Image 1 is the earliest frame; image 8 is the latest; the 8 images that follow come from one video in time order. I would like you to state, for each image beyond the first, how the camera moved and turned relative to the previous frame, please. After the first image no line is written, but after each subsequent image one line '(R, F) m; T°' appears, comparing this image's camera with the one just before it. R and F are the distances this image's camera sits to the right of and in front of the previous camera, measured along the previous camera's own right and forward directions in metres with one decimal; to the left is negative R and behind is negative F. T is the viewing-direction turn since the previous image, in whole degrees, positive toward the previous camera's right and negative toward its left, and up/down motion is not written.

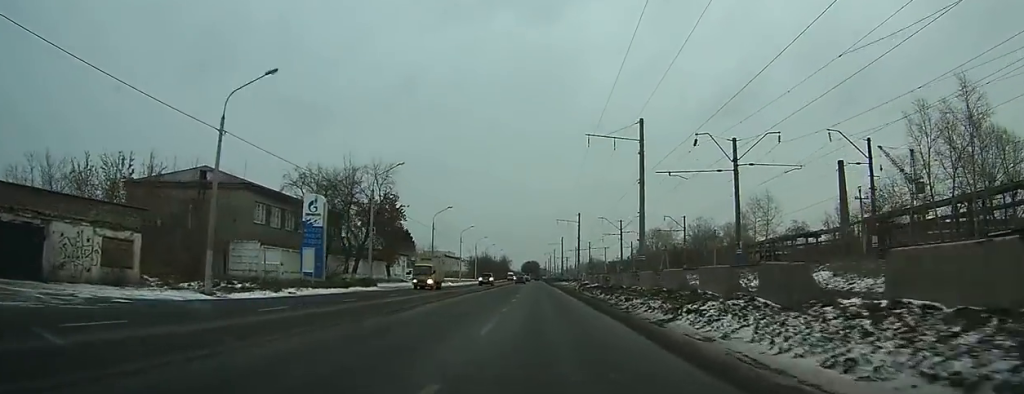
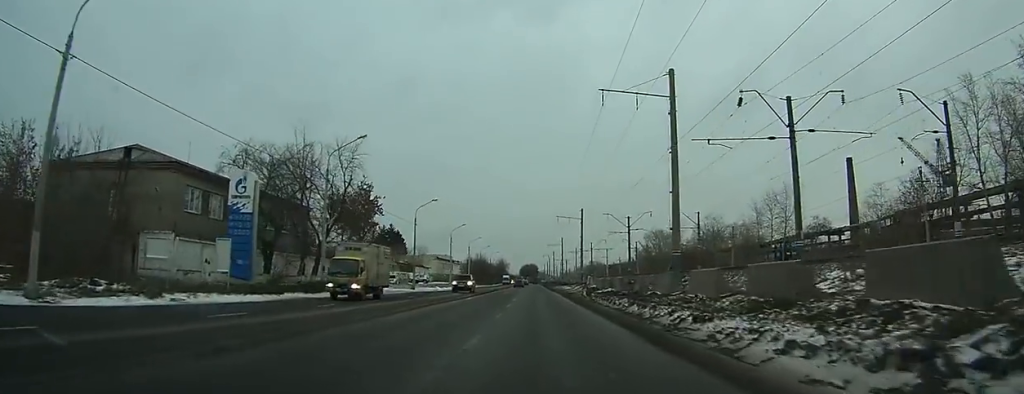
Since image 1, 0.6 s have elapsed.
(0.0, +10.4) m; 0°
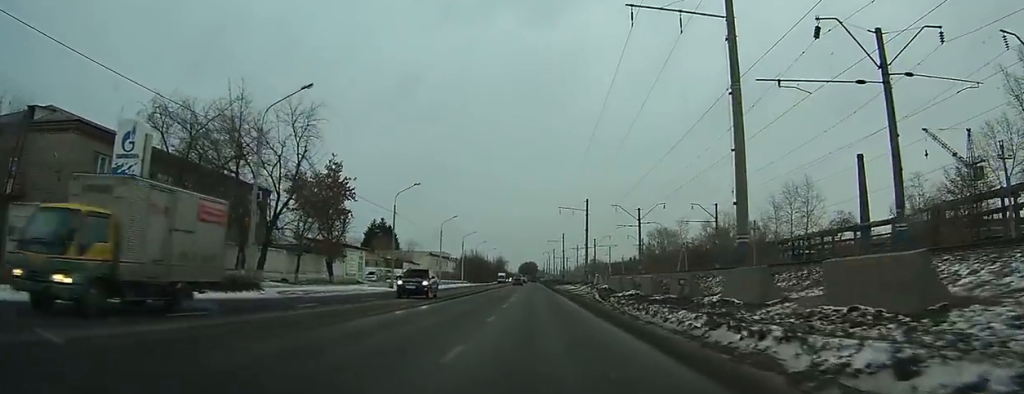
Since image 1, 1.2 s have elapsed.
(0.0, +9.8) m; 0°
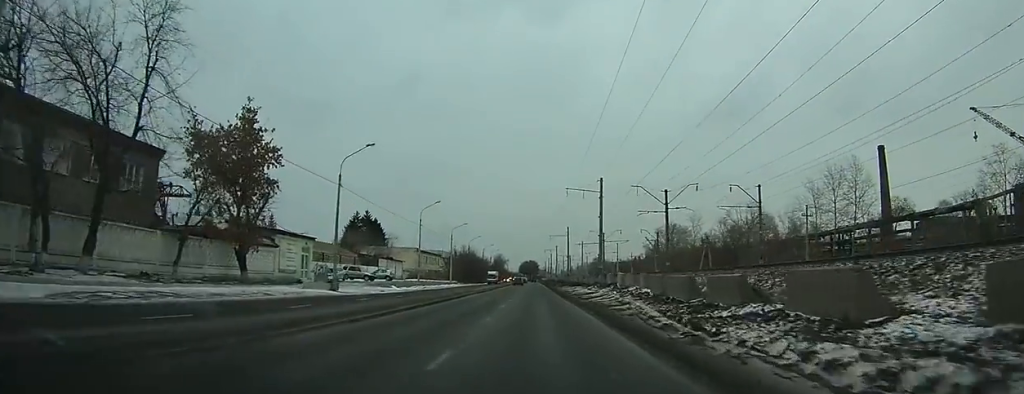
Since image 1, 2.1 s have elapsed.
(0.0, +16.7) m; 0°
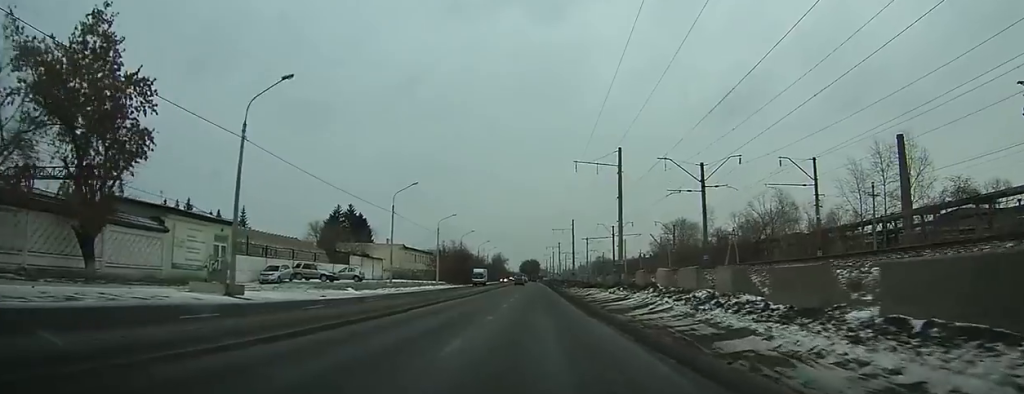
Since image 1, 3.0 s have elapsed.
(+0.1, +14.4) m; 0°
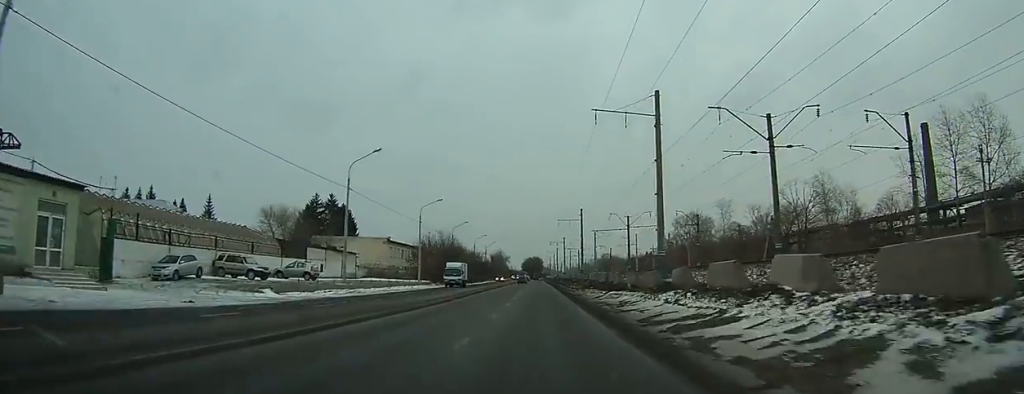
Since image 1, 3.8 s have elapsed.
(0.0, +15.1) m; 0°
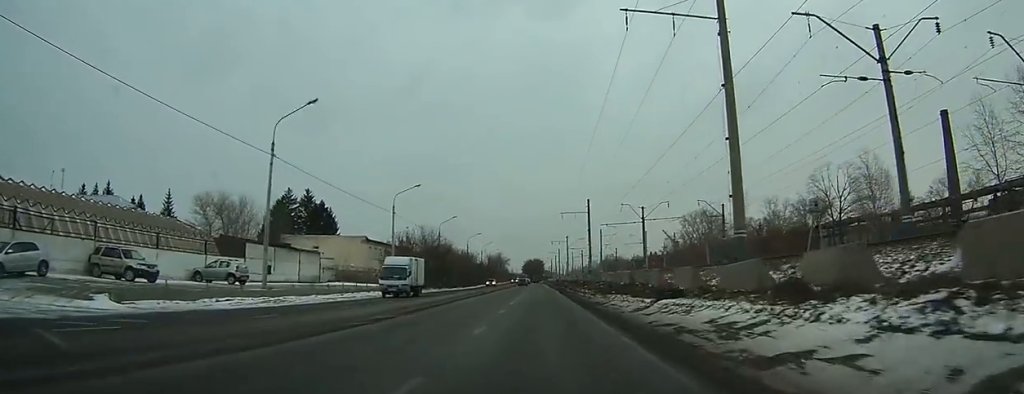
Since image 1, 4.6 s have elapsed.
(-0.1, +13.3) m; 0°
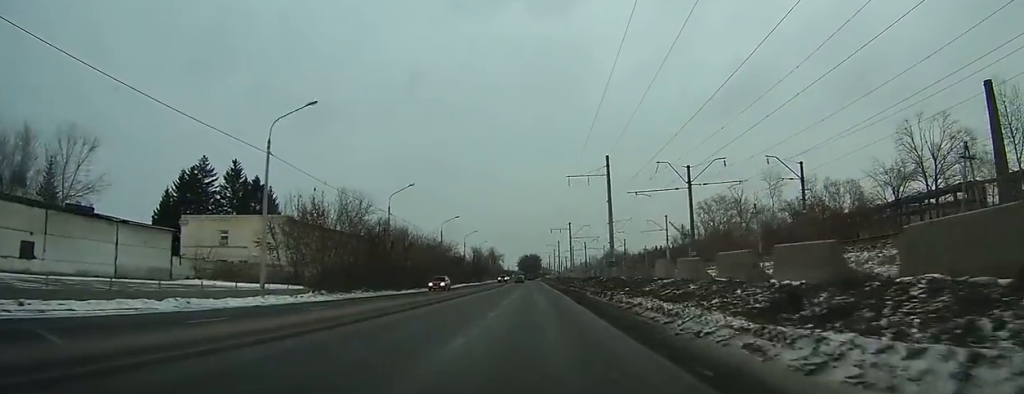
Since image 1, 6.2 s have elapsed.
(0.0, +27.2) m; 0°
